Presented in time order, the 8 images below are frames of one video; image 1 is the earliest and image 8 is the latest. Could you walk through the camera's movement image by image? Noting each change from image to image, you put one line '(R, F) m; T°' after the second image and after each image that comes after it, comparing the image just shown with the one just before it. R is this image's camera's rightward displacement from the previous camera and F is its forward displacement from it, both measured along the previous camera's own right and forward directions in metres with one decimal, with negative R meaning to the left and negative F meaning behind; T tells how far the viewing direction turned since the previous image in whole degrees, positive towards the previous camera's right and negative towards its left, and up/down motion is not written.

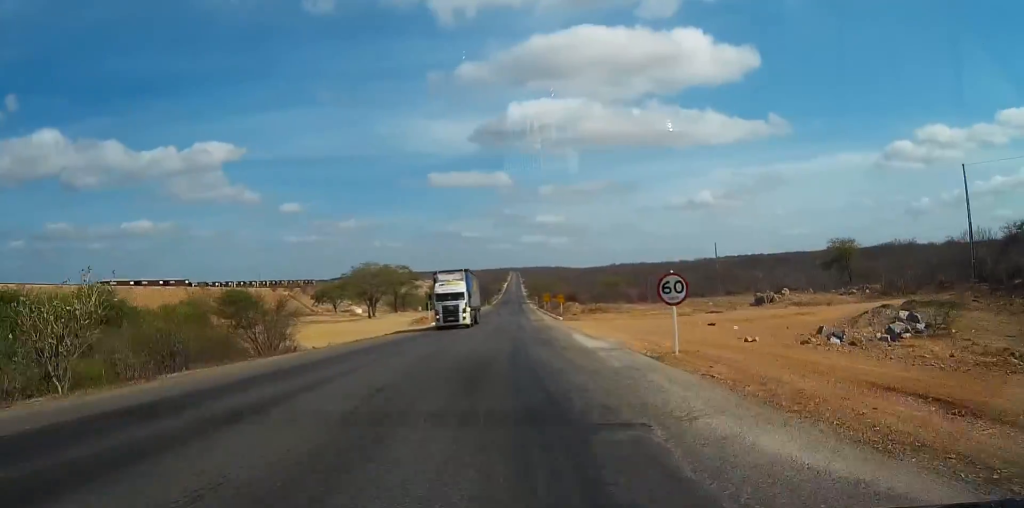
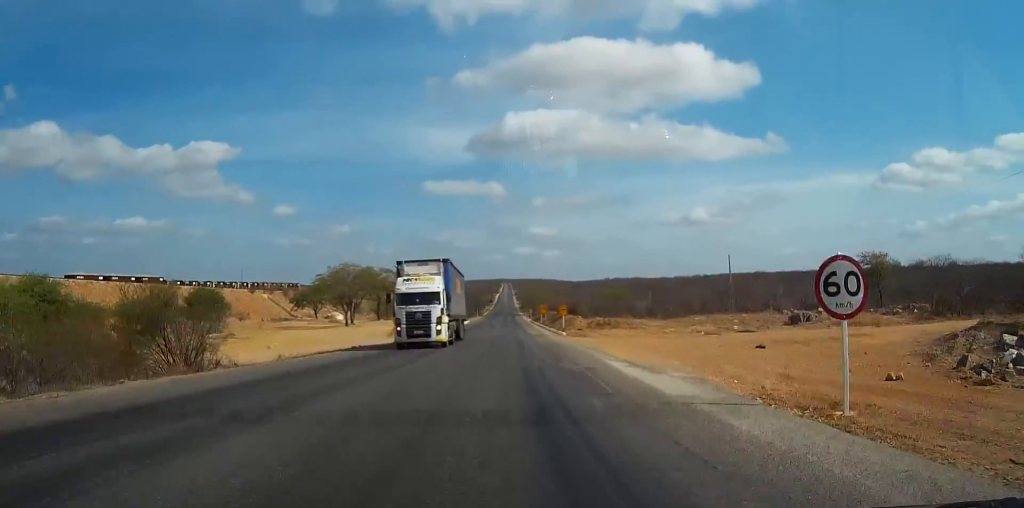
(+0.2, +11.3) m; +1°
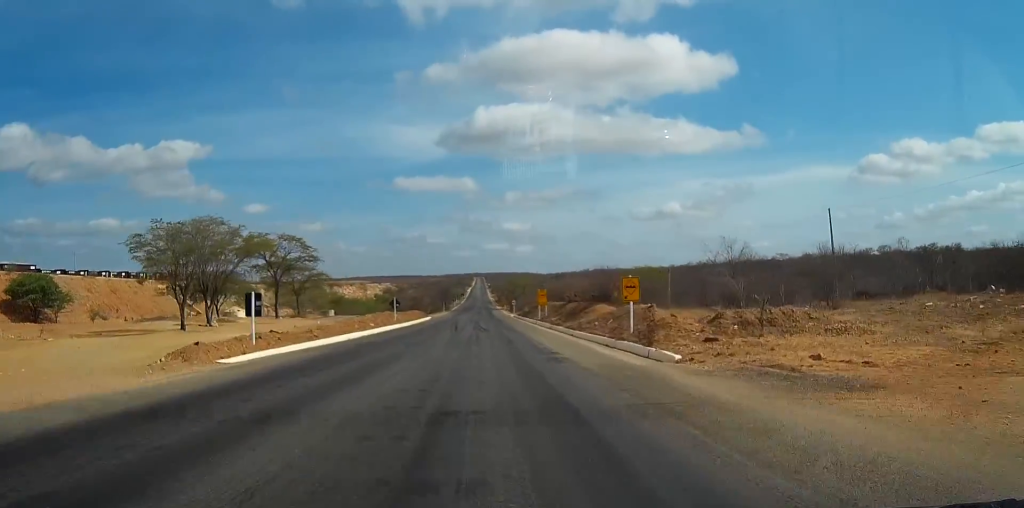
(+1.9, +48.0) m; +4°
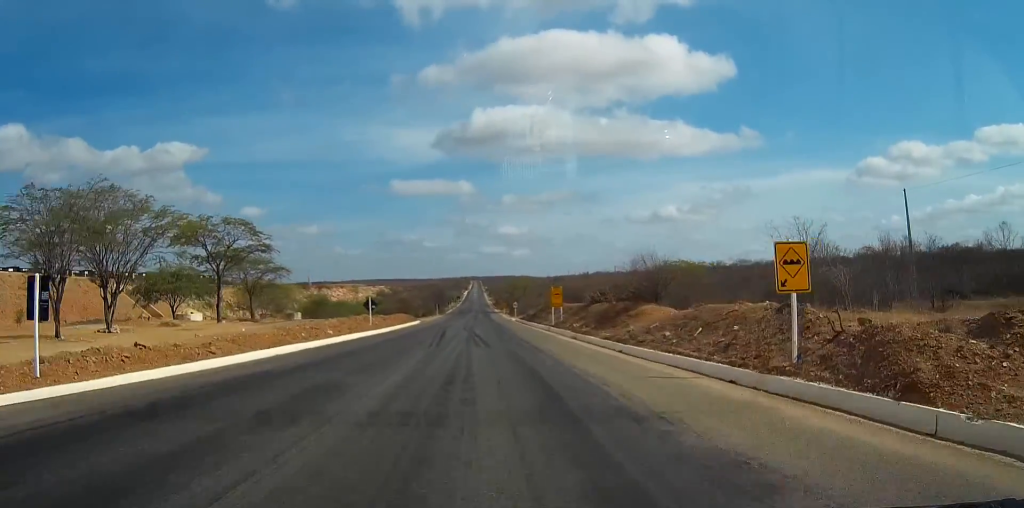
(+0.1, +17.0) m; 0°
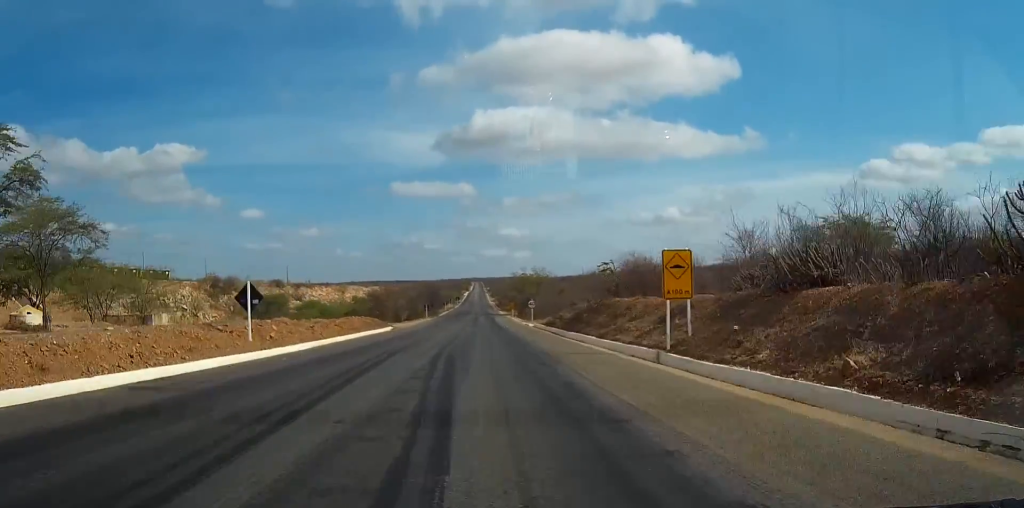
(-0.2, +36.2) m; -1°
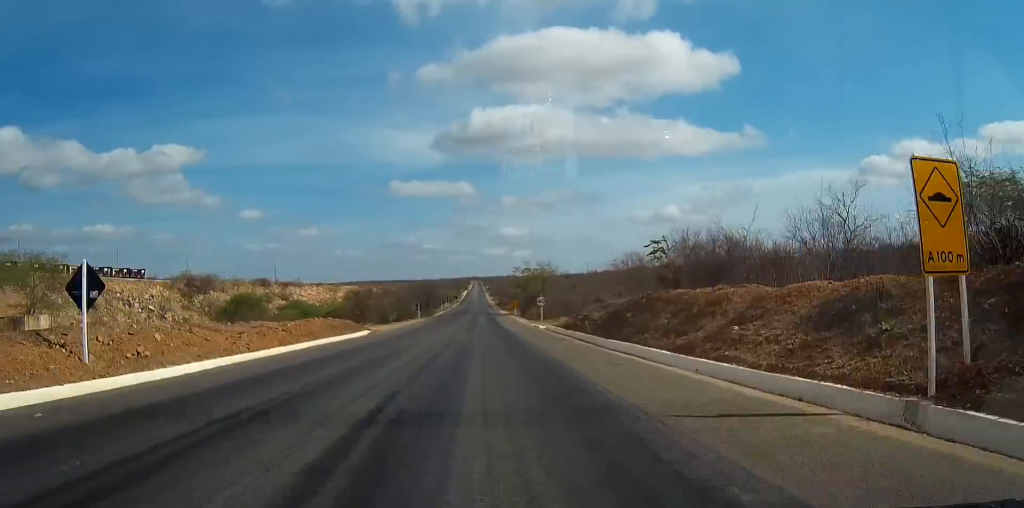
(0.0, +14.5) m; 0°
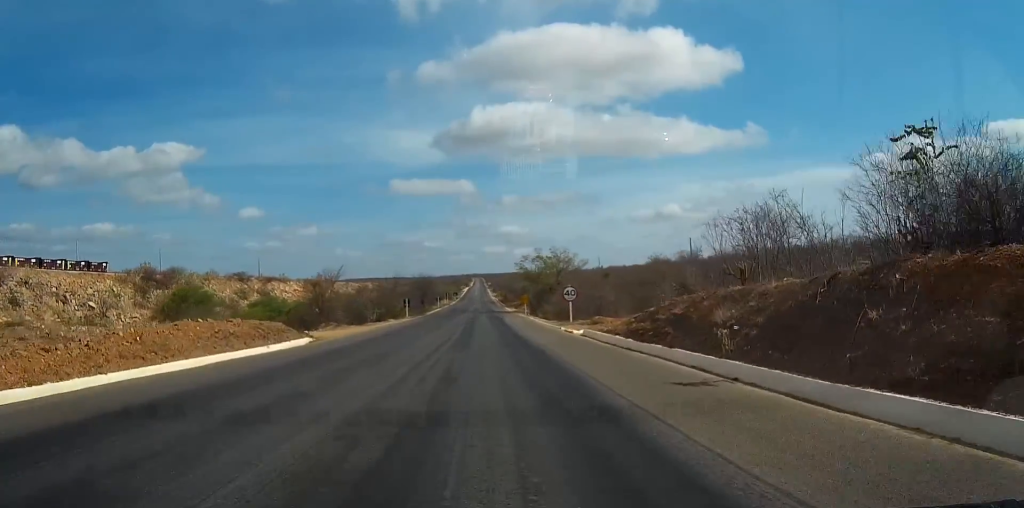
(0.0, +21.6) m; 0°
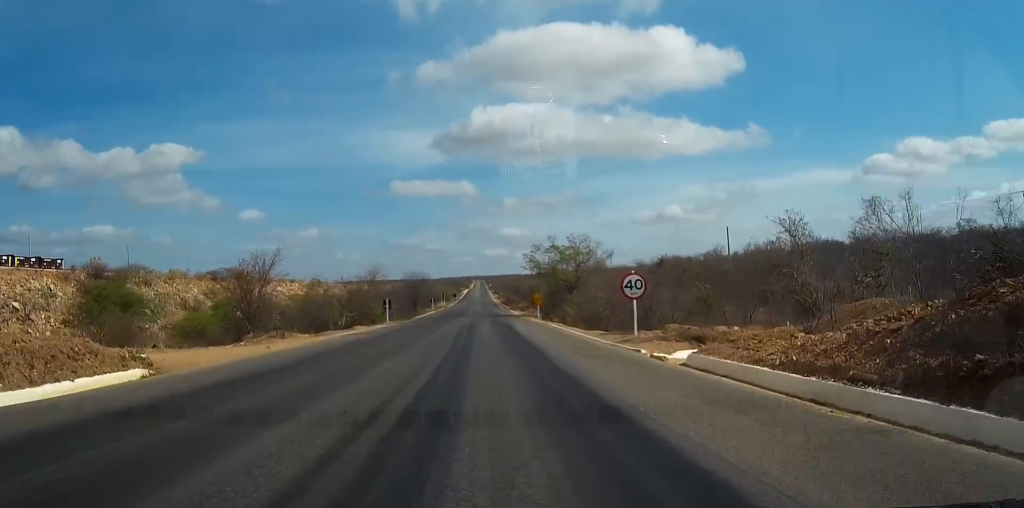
(0.0, +20.5) m; 0°
